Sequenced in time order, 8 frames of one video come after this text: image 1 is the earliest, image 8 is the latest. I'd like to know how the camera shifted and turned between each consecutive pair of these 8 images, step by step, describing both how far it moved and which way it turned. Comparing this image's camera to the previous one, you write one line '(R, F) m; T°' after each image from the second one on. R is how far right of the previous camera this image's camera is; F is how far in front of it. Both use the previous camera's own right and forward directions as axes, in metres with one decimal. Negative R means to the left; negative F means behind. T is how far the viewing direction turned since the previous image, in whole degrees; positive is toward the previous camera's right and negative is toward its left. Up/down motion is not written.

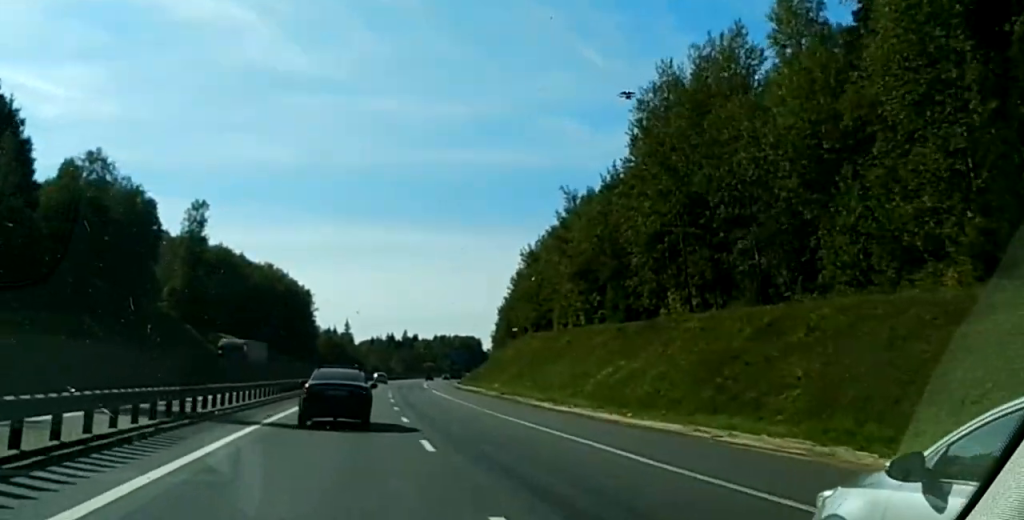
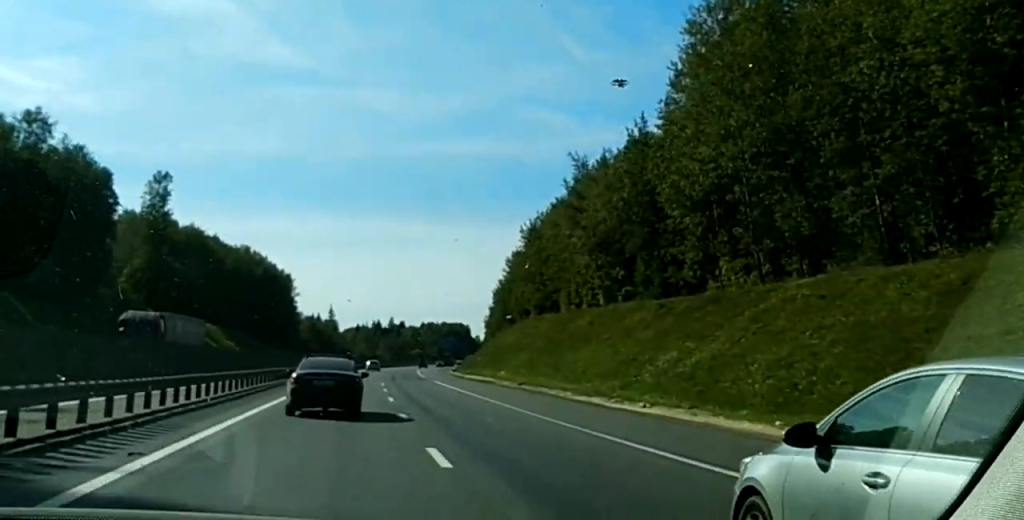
(0.0, +16.8) m; +1°
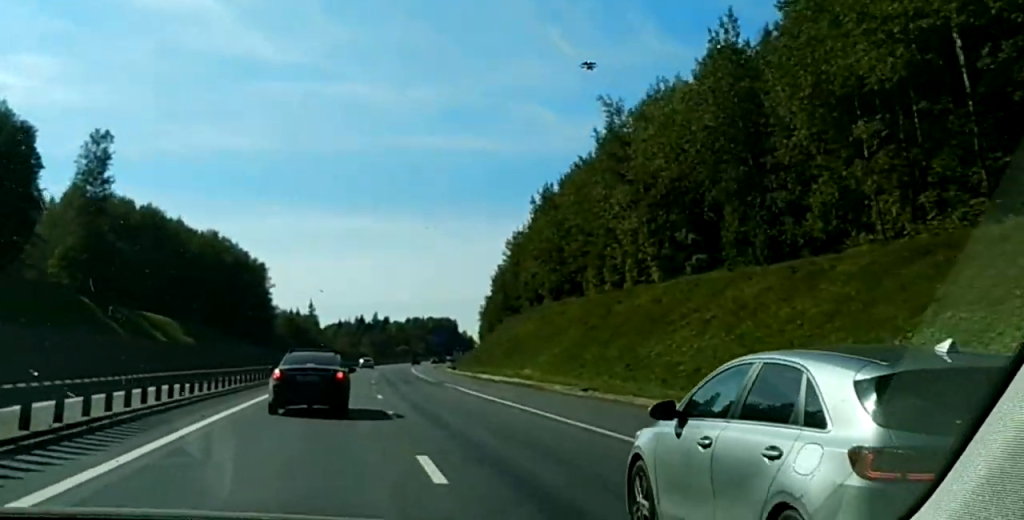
(+0.4, +24.3) m; +1°
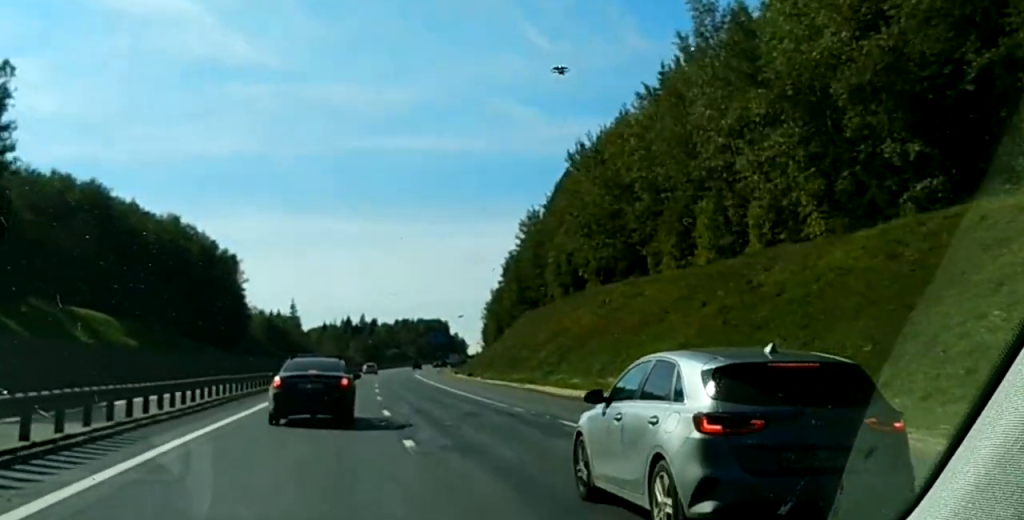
(+0.3, +29.8) m; 0°
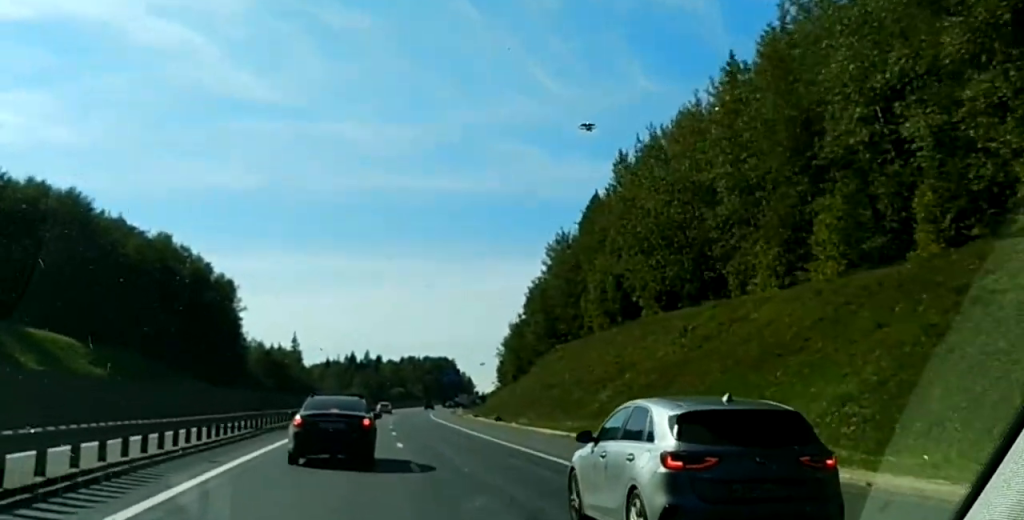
(-0.2, +16.6) m; 0°
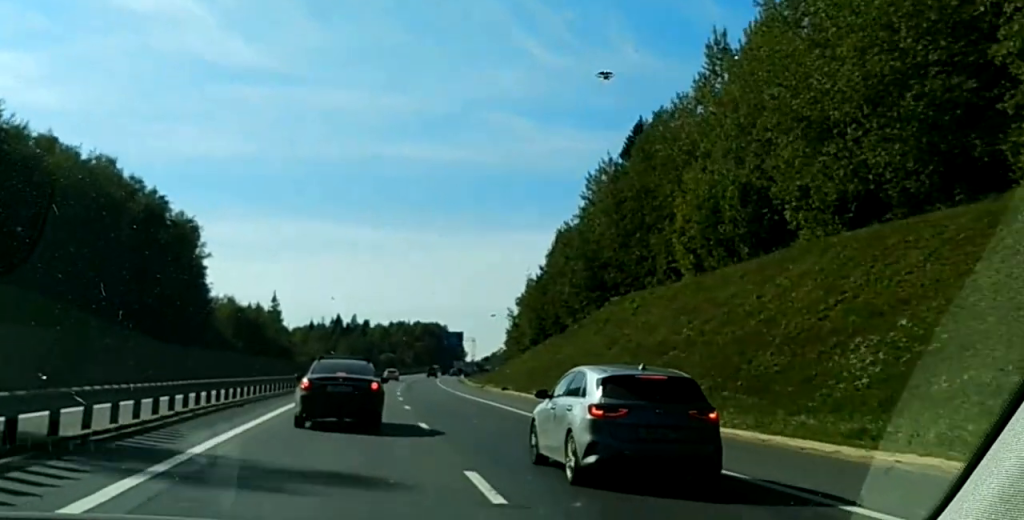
(+0.2, +32.6) m; +3°
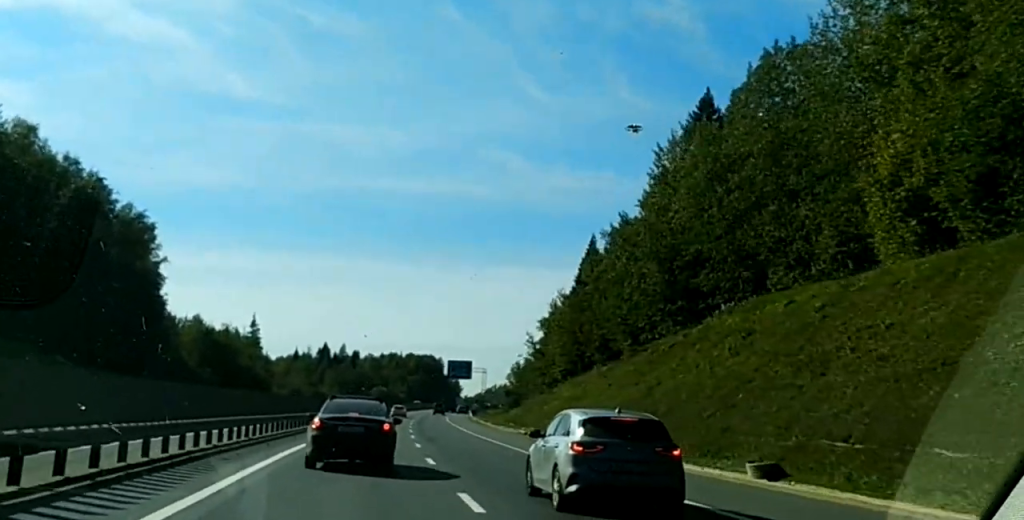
(+0.9, +29.9) m; +1°
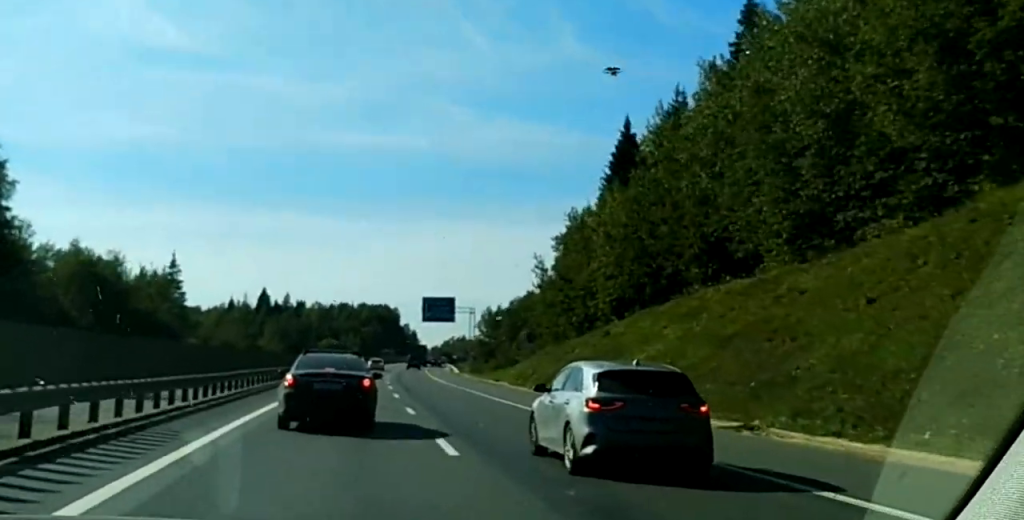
(+0.1, +40.9) m; +2°
